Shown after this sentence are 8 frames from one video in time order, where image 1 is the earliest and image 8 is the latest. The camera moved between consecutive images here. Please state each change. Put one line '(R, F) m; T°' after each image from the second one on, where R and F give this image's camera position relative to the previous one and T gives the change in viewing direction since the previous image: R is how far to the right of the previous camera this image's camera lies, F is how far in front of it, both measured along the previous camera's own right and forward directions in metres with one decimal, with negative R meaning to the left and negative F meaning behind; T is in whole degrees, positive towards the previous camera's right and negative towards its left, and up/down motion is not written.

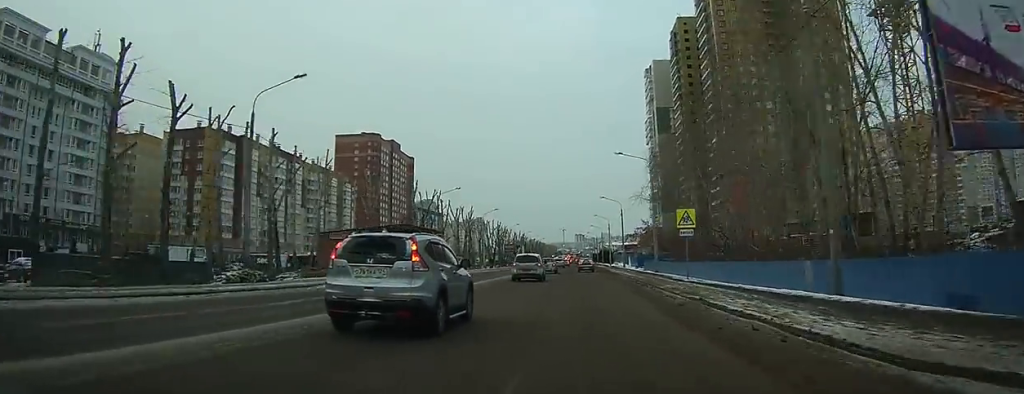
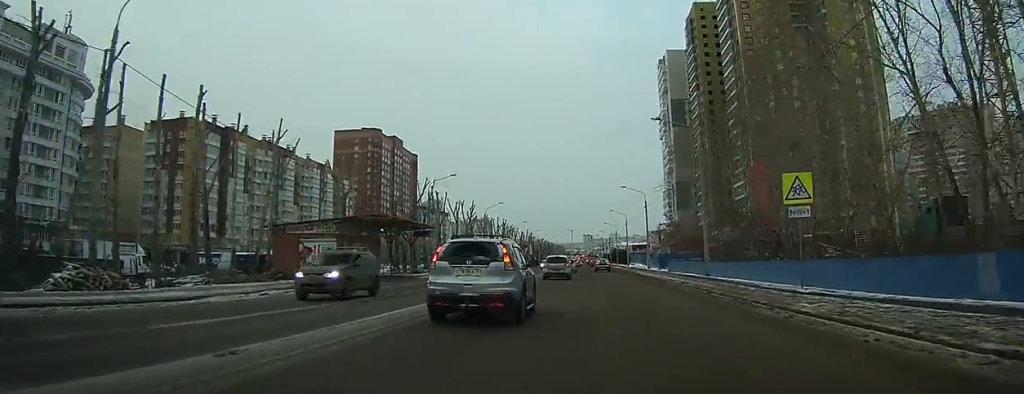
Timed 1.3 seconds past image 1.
(+0.4, +14.6) m; +2°
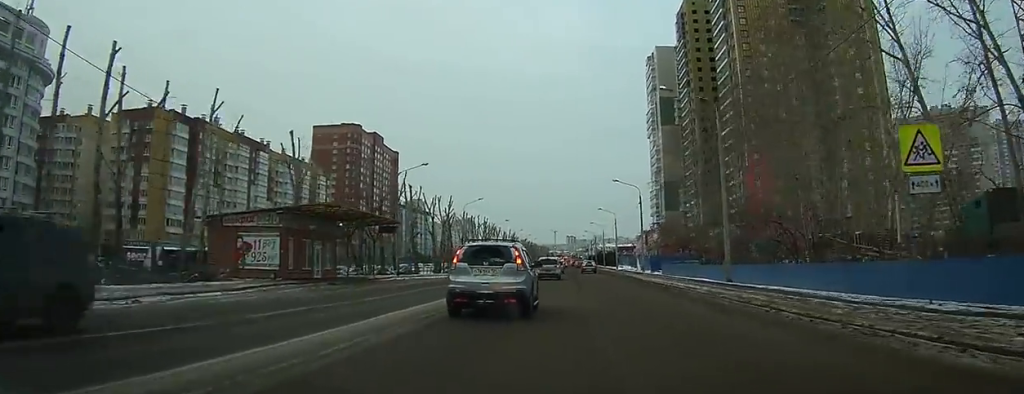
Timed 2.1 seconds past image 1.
(+0.1, +9.5) m; +1°
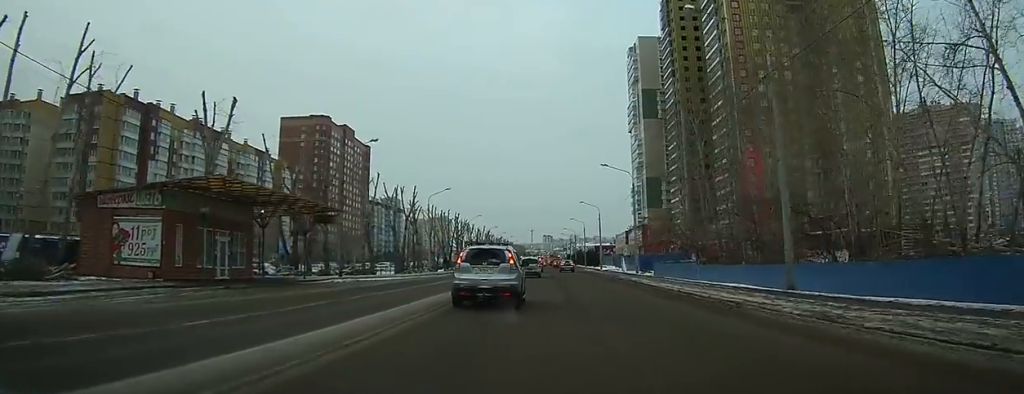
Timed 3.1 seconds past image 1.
(+0.1, +12.9) m; 0°
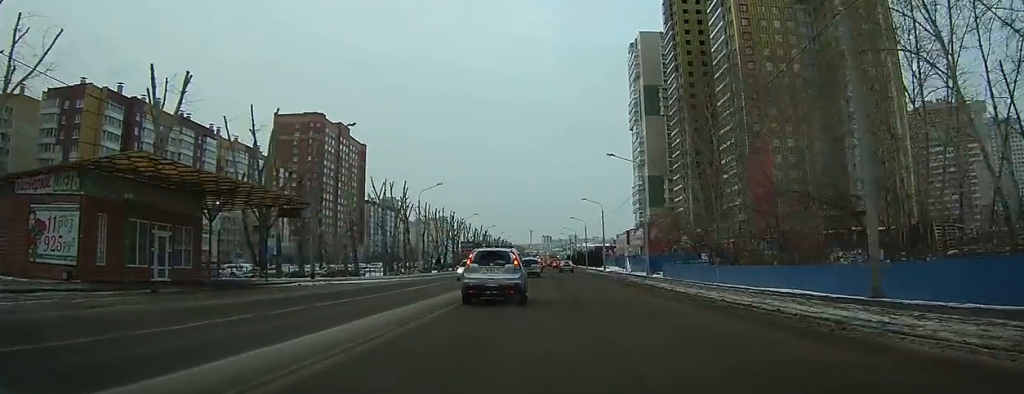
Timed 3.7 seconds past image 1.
(0.0, +6.6) m; 0°
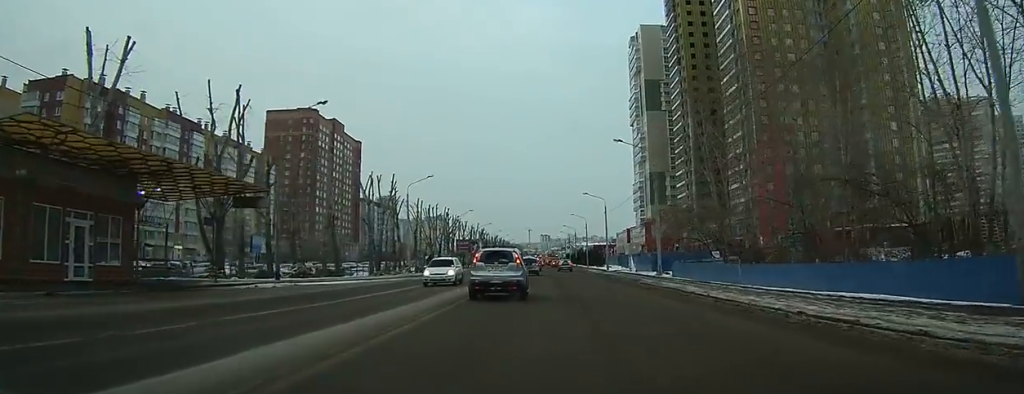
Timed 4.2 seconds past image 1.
(0.0, +6.2) m; 0°
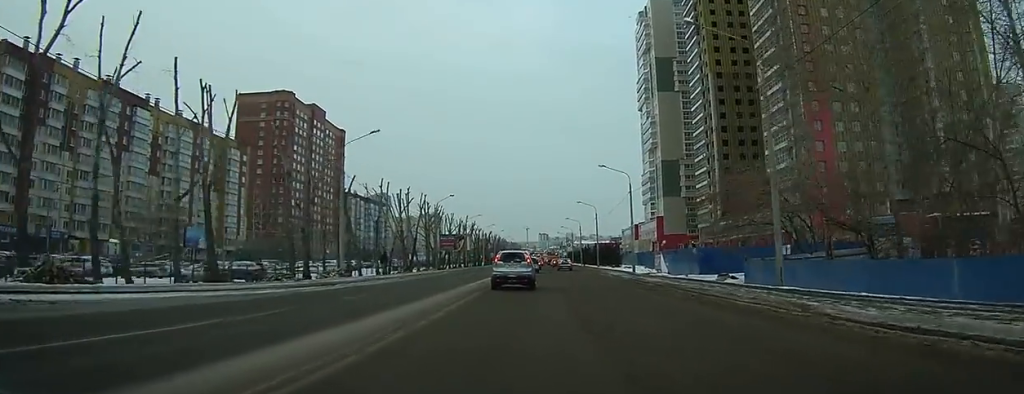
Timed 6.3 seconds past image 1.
(+0.1, +23.8) m; 0°
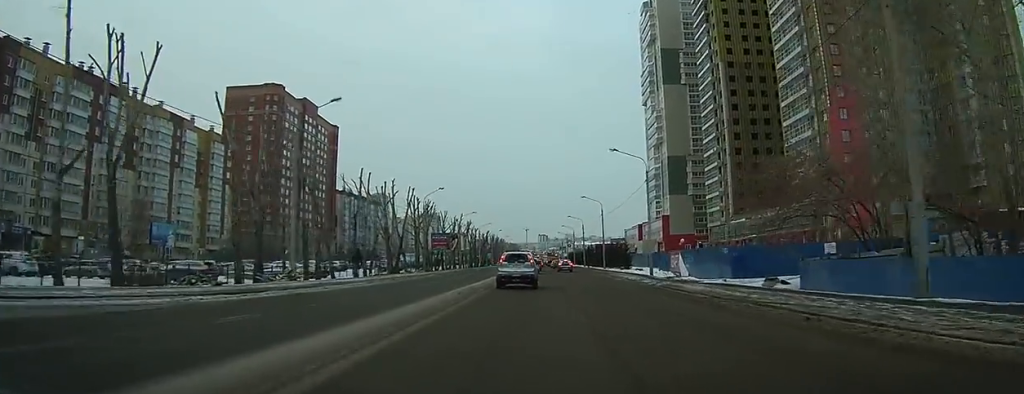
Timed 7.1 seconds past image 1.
(0.0, +9.0) m; 0°
